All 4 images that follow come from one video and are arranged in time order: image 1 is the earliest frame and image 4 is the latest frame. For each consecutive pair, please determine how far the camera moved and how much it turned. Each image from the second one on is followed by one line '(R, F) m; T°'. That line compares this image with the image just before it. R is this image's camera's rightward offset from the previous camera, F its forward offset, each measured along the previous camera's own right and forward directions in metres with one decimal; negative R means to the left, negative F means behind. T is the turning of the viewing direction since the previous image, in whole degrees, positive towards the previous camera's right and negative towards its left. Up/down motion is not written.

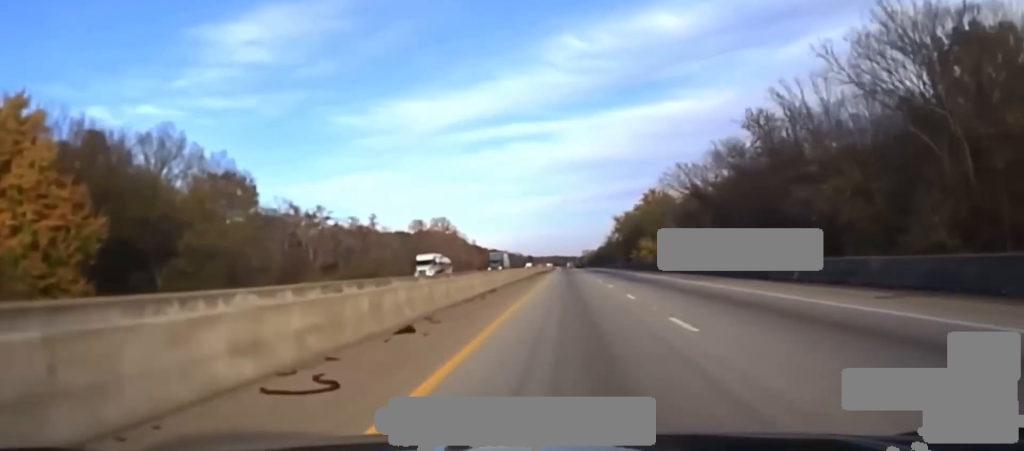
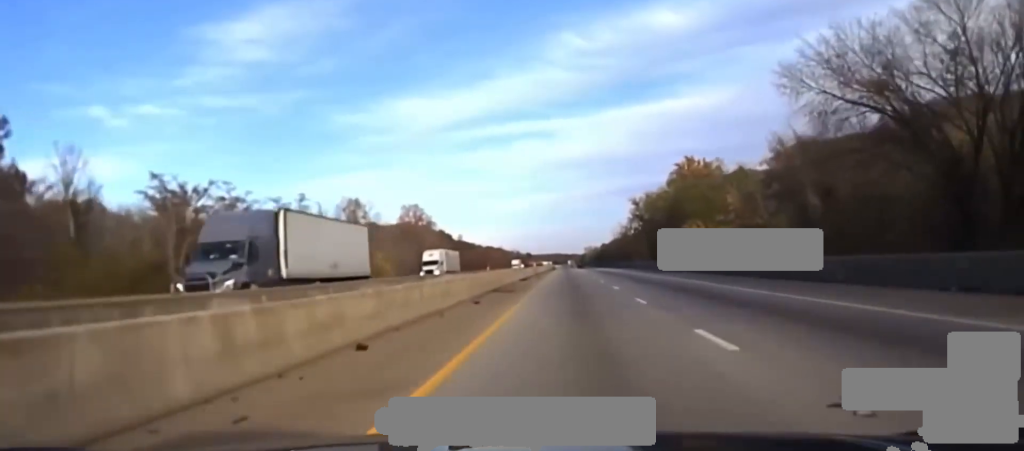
(-0.2, +63.6) m; 0°
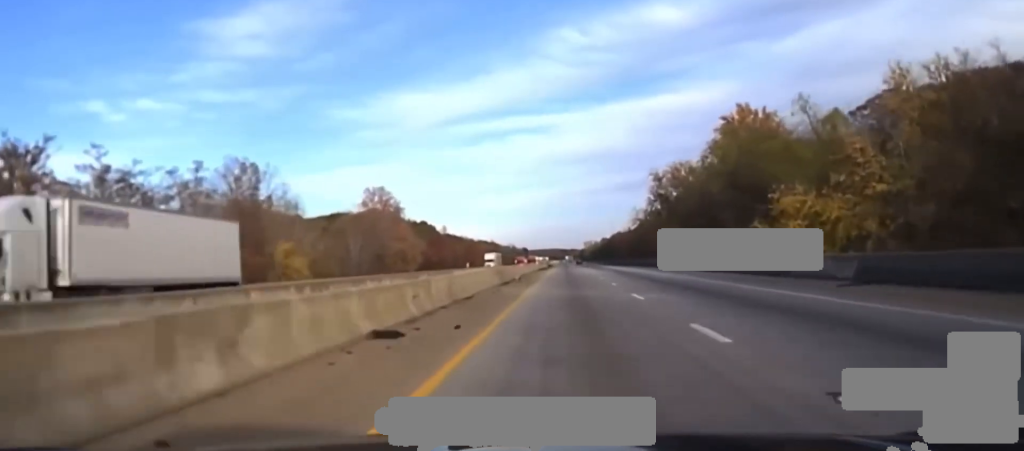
(+0.3, +46.2) m; 0°
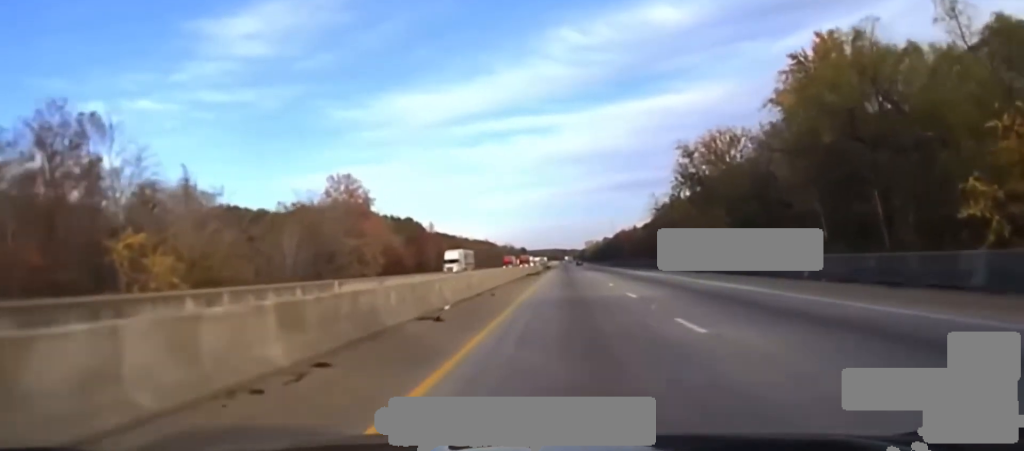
(-0.2, +35.2) m; 0°
